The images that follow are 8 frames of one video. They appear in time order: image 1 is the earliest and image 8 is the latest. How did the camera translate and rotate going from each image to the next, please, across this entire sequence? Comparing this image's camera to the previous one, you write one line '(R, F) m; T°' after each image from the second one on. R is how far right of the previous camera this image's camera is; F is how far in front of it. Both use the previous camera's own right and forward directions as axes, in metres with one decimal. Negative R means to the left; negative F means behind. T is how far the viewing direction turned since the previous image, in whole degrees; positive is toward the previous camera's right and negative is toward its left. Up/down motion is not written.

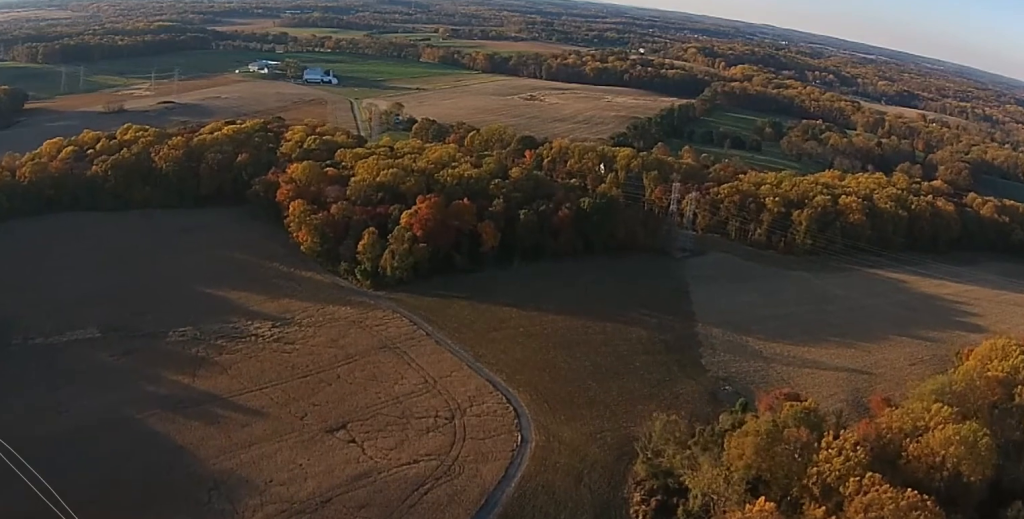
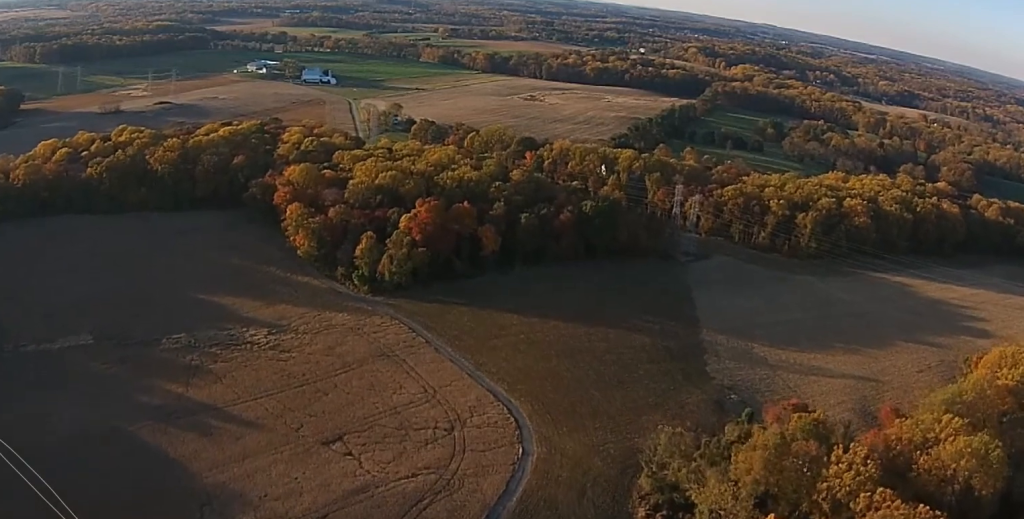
(0.0, +8.0) m; 0°
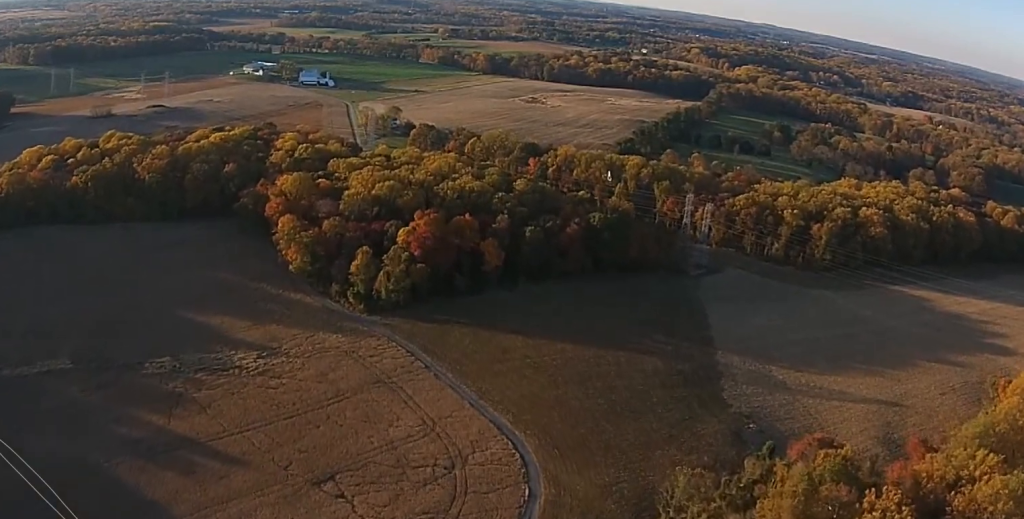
(0.0, +22.9) m; -1°
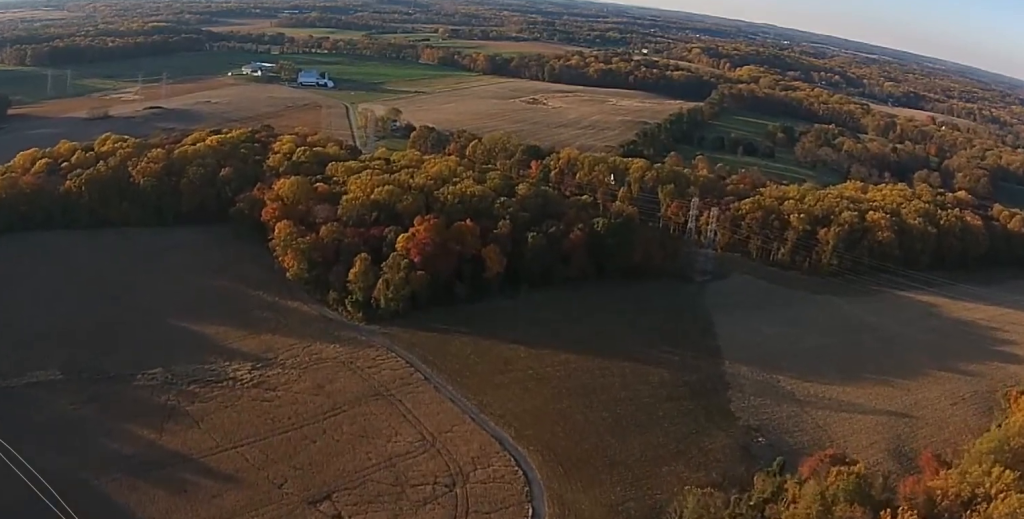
(+0.1, +9.8) m; -1°
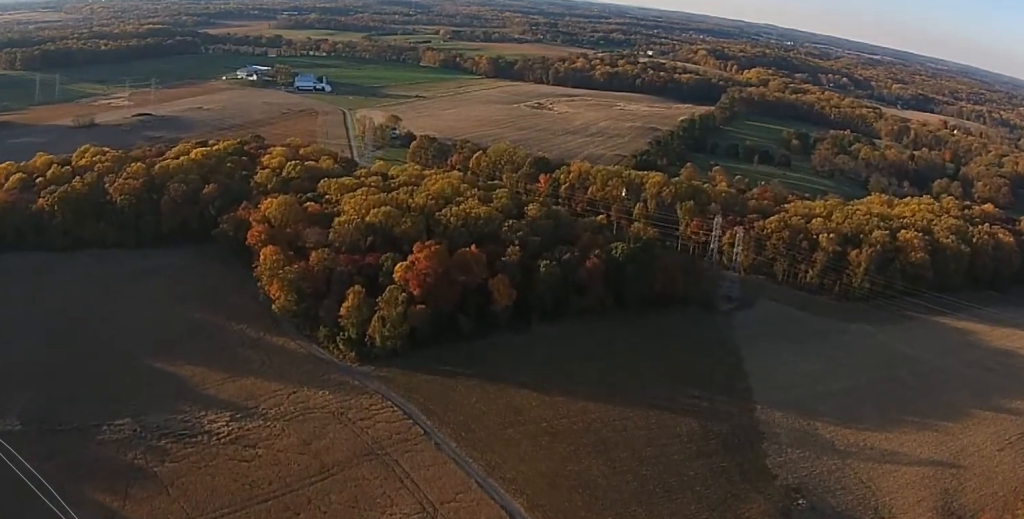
(+0.8, +39.0) m; +2°
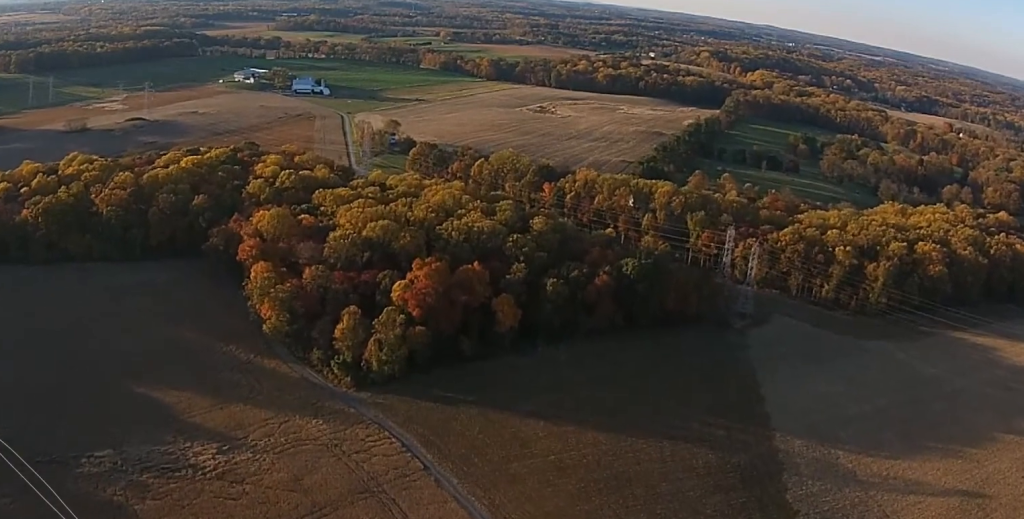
(-0.3, +20.1) m; -1°
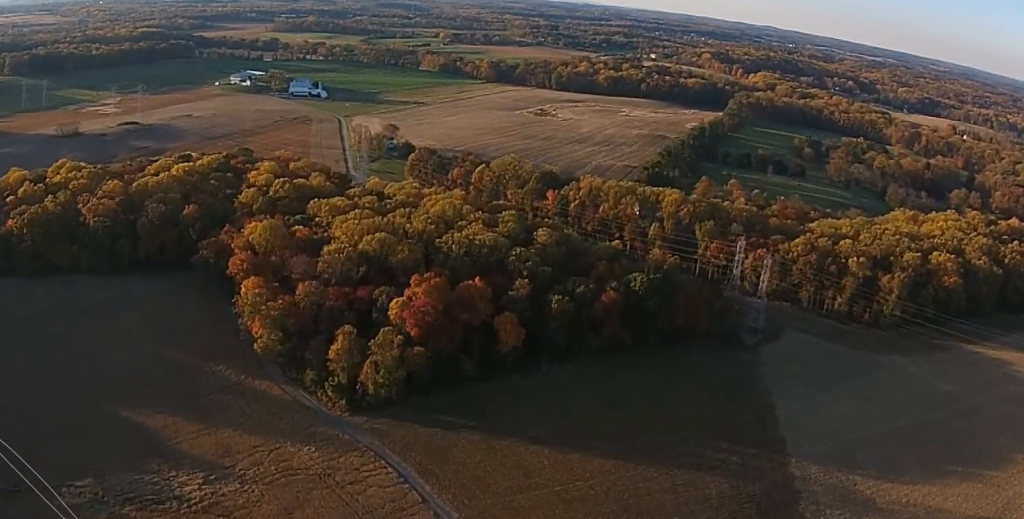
(0.0, +16.6) m; 0°
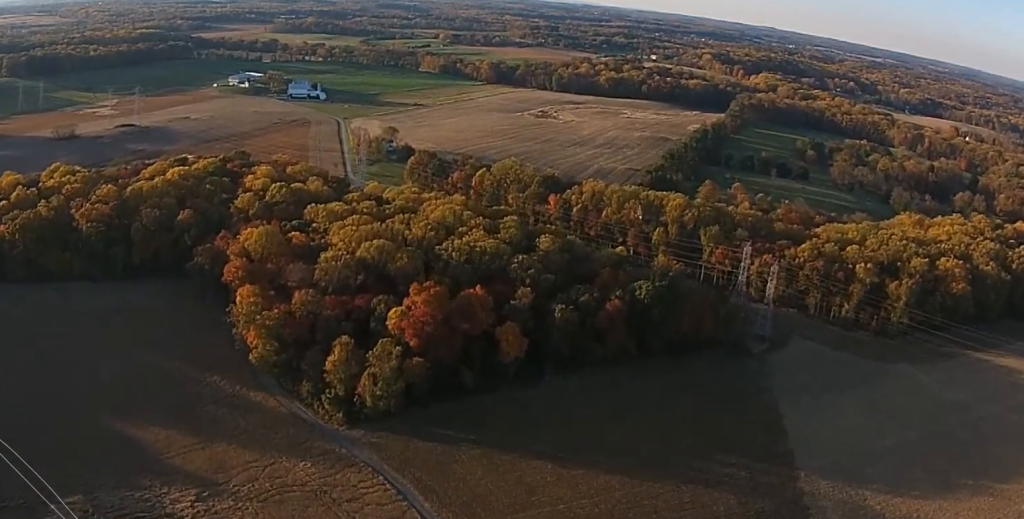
(0.0, +8.6) m; 0°
